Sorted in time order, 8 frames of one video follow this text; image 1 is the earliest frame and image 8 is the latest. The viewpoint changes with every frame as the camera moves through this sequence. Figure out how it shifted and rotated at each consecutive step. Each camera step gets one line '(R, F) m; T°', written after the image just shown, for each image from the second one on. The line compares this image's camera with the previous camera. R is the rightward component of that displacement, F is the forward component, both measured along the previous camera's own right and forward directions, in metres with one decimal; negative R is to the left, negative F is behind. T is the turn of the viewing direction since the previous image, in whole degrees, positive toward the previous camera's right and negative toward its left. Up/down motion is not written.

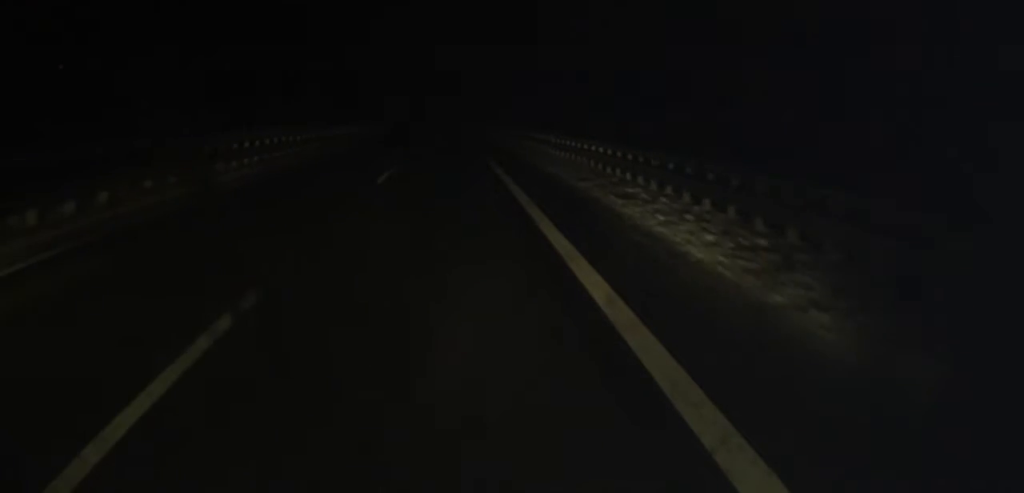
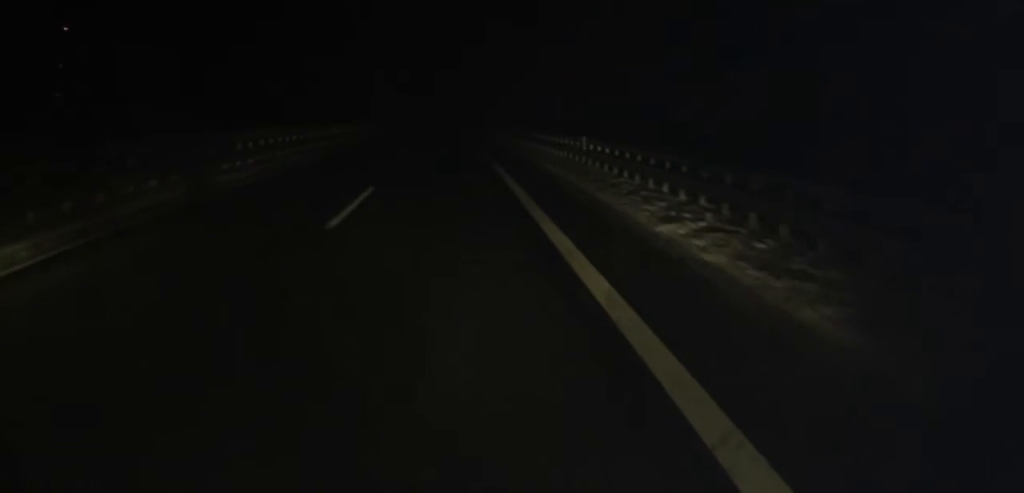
(+0.1, +7.6) m; -1°
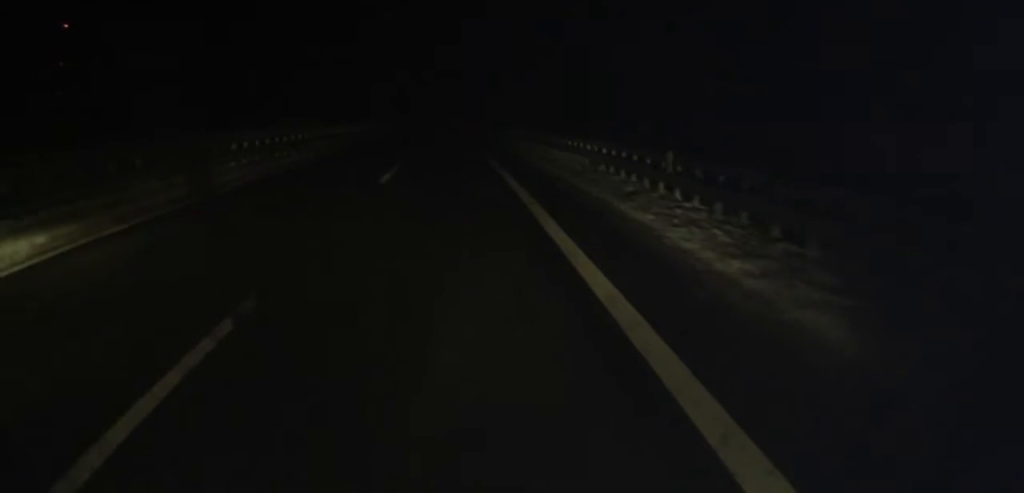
(-0.2, +10.2) m; -1°
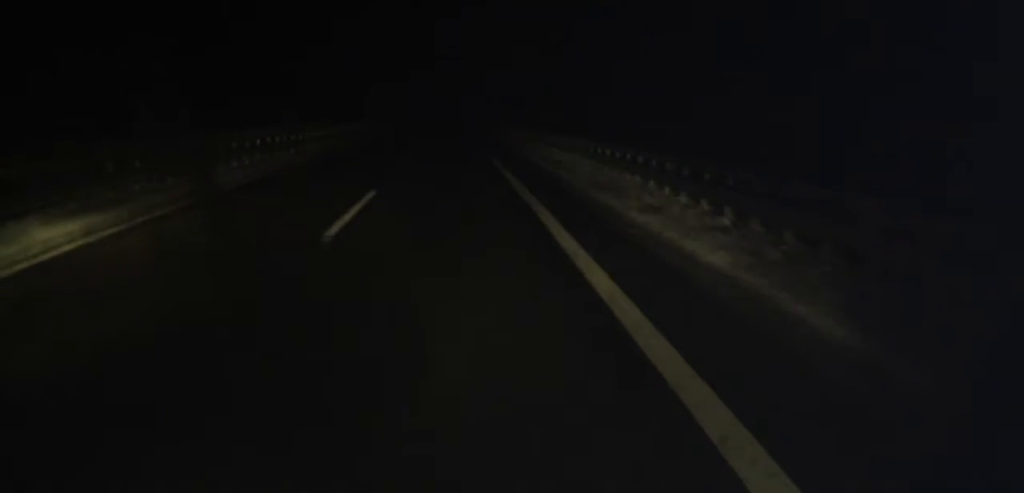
(-0.1, +8.3) m; -1°
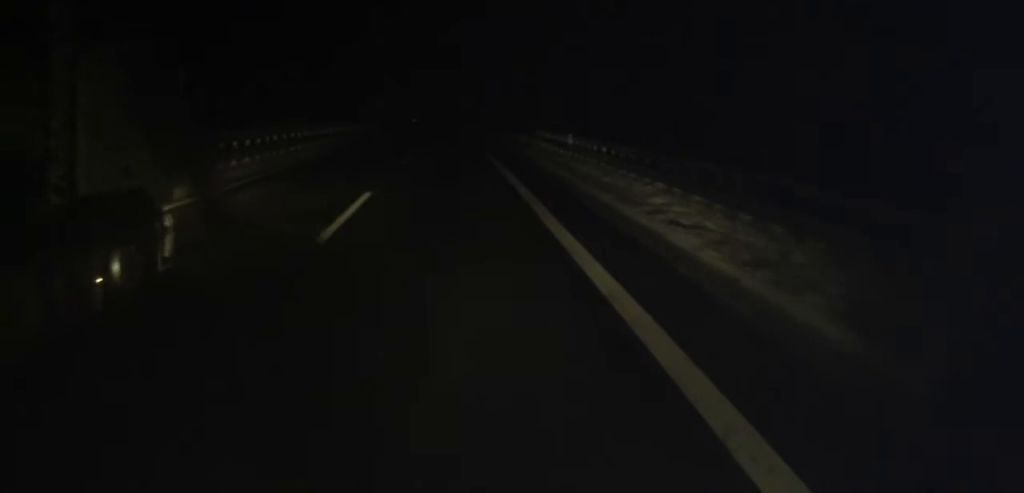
(-0.1, +17.9) m; +1°
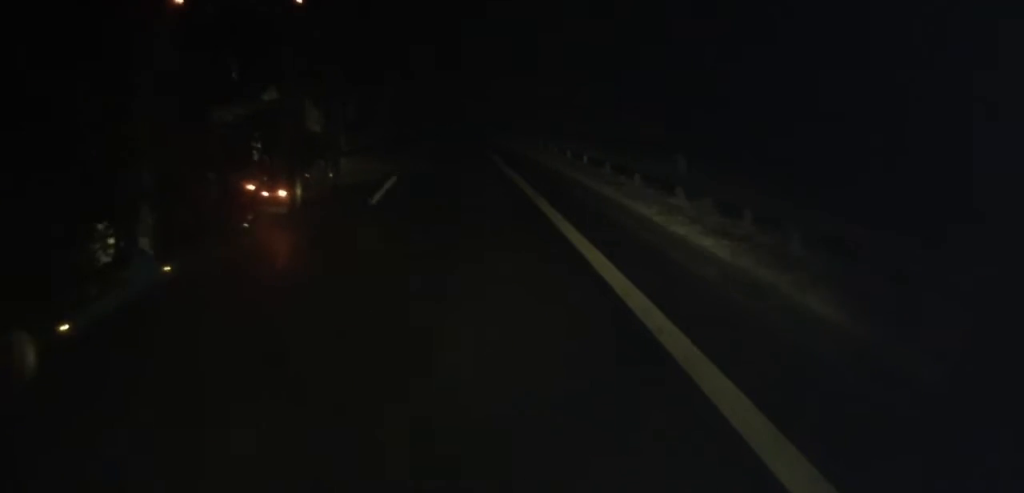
(-0.9, +47.8) m; -2°
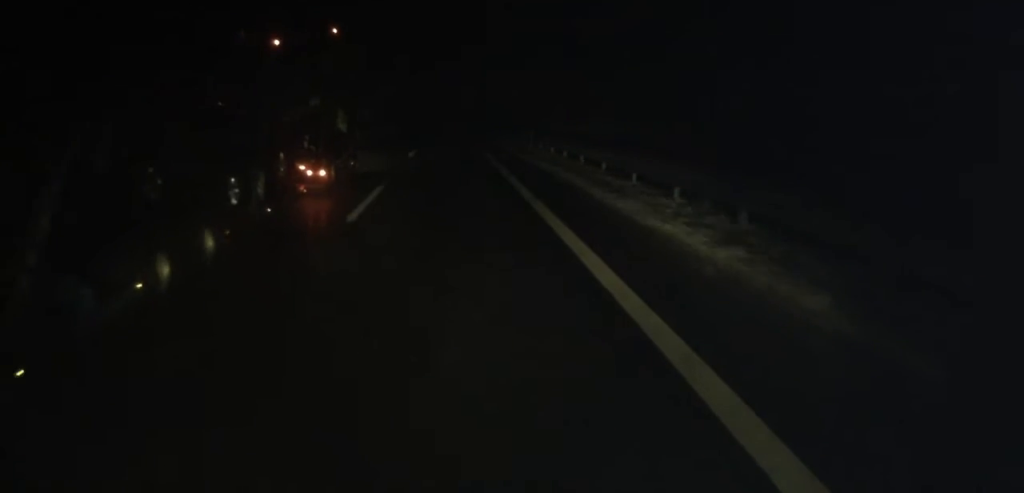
(+0.1, +19.5) m; 0°
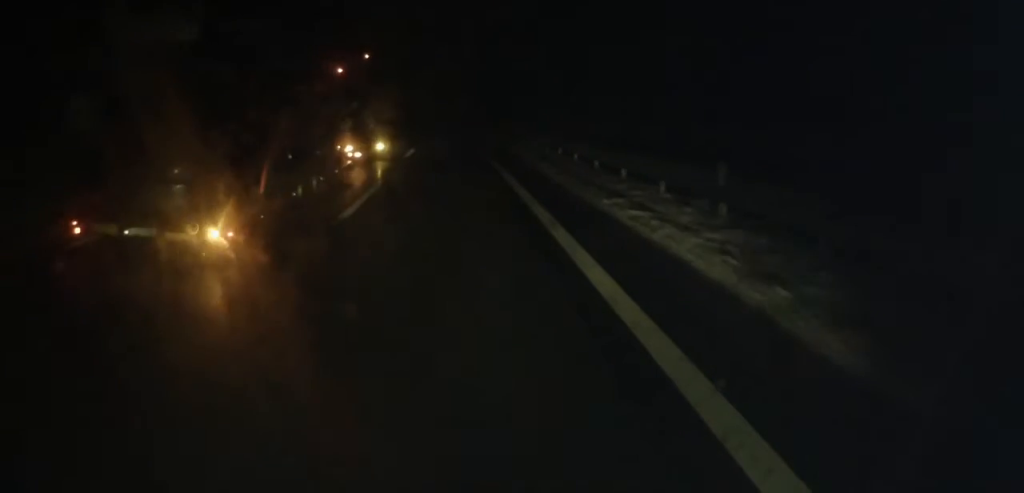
(+0.3, +34.3) m; 0°
